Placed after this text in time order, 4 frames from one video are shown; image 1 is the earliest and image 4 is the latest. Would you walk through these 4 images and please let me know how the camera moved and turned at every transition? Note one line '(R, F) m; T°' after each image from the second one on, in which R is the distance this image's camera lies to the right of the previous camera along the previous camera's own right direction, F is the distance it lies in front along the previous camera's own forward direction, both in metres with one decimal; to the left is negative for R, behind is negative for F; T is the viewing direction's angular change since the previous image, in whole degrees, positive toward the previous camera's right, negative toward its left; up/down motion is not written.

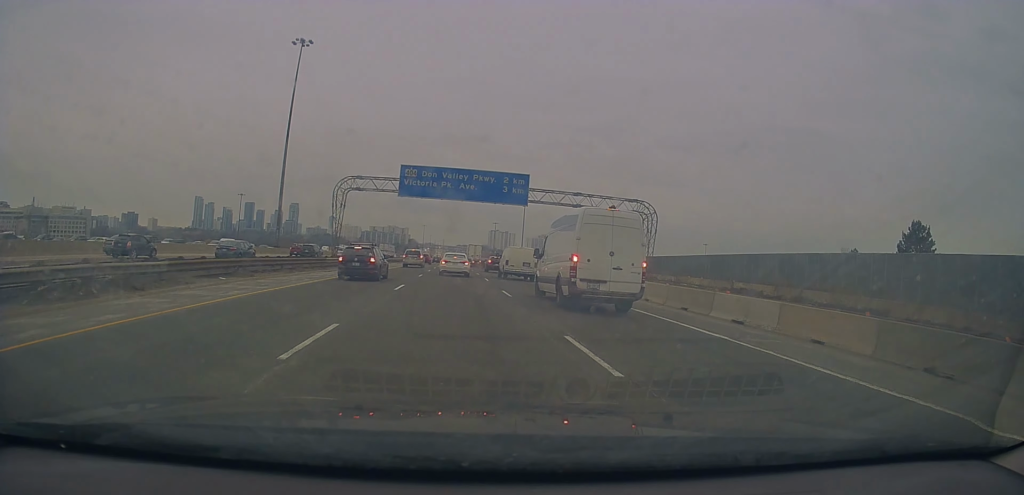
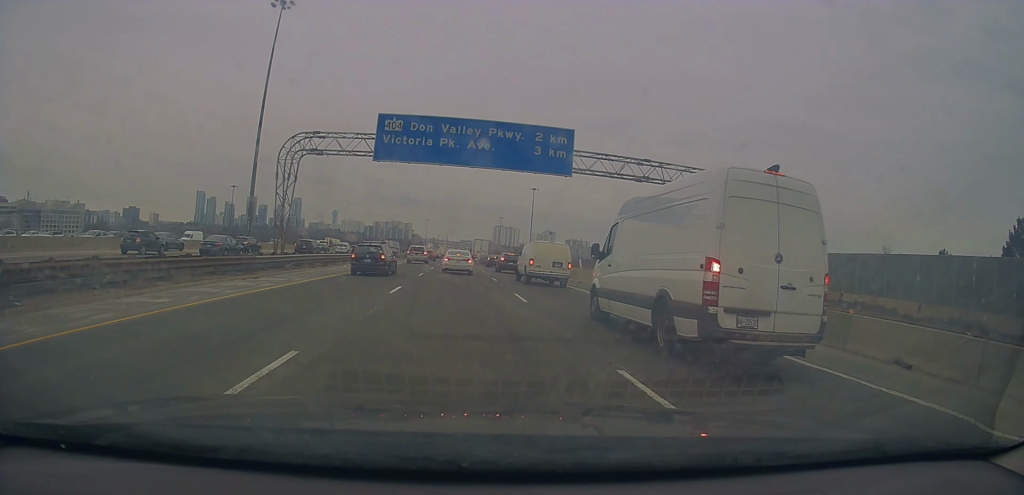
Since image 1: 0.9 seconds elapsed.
(0.0, +16.7) m; 0°
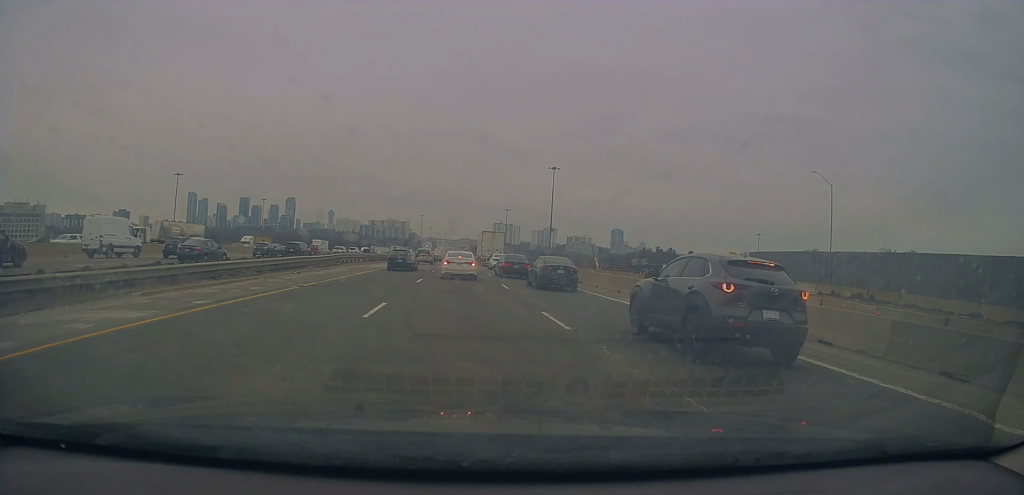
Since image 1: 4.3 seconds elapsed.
(-0.4, +53.3) m; 0°
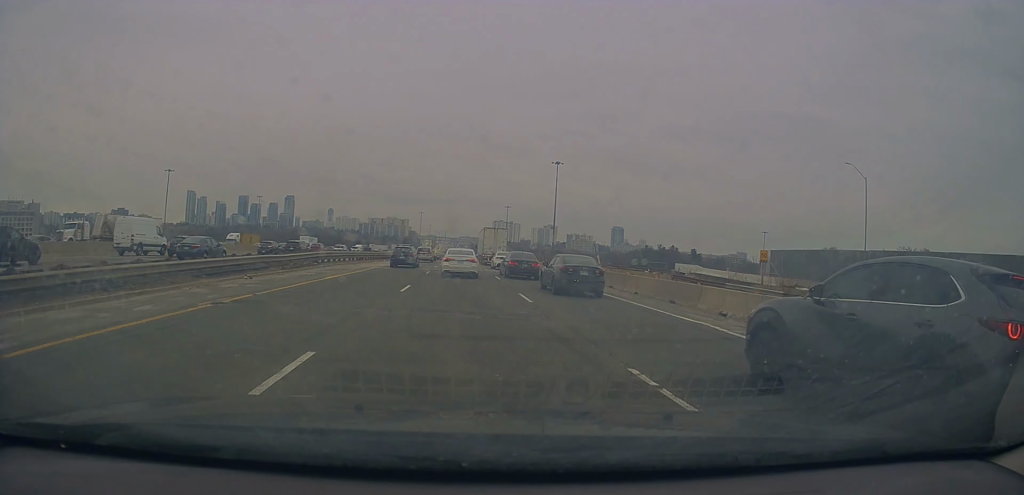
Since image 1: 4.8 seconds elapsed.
(+0.4, +6.6) m; +1°
